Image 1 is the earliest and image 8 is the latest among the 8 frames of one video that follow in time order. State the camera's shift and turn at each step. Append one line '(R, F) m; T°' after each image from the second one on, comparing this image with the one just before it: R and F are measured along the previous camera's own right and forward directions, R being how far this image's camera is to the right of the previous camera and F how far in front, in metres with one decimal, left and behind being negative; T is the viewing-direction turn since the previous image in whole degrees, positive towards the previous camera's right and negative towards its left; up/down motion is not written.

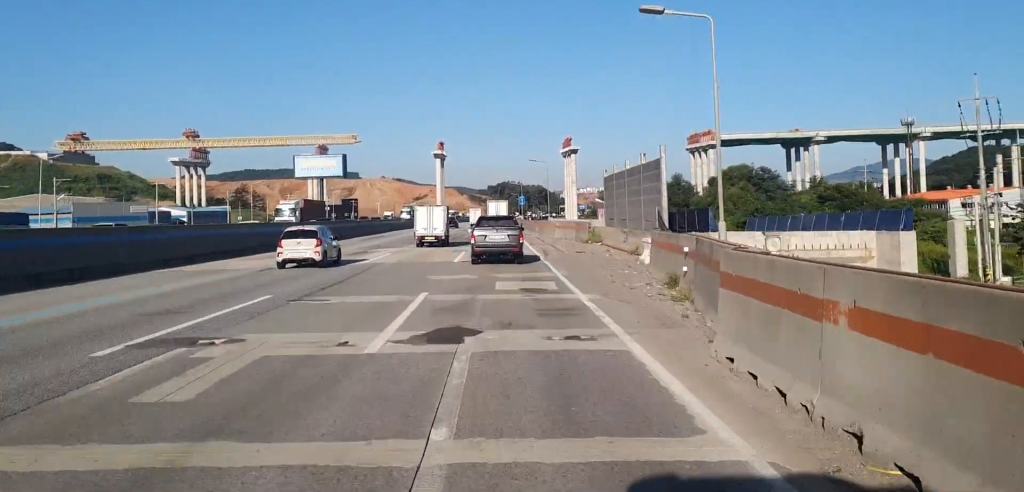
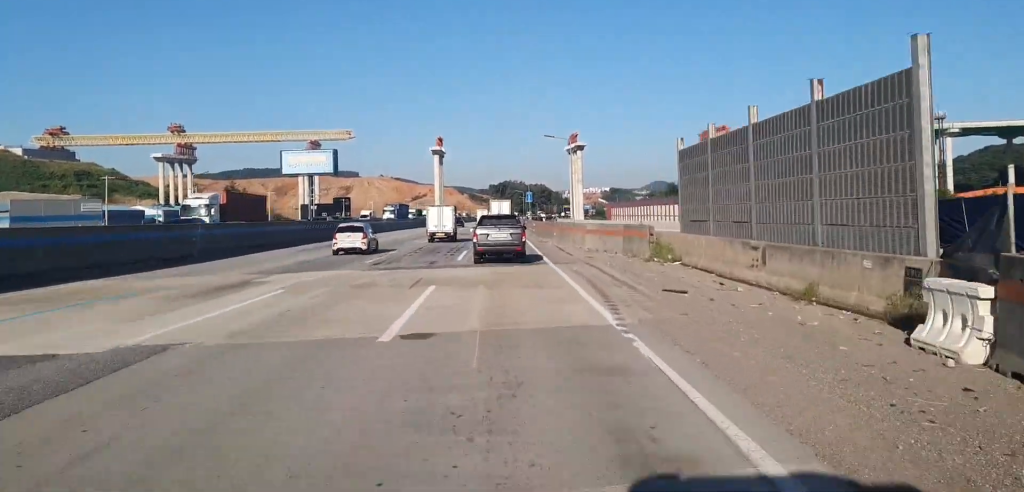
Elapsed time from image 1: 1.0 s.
(0.0, +18.9) m; 0°
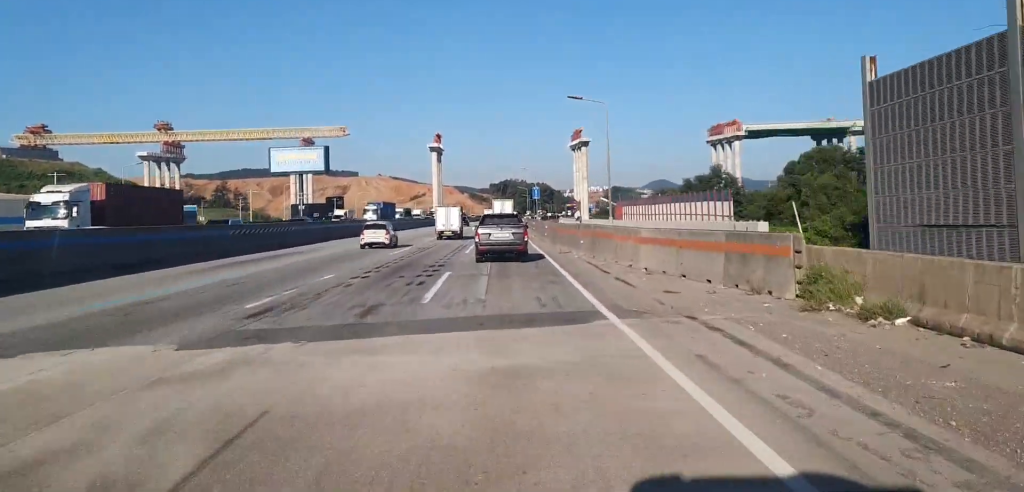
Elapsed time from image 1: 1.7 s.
(0.0, +14.5) m; +1°
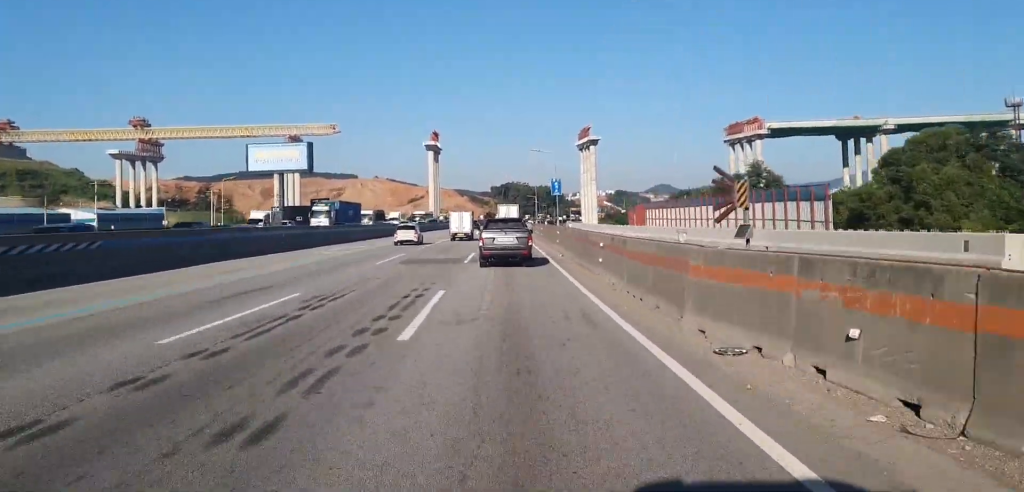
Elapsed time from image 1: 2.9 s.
(+0.5, +23.9) m; -1°
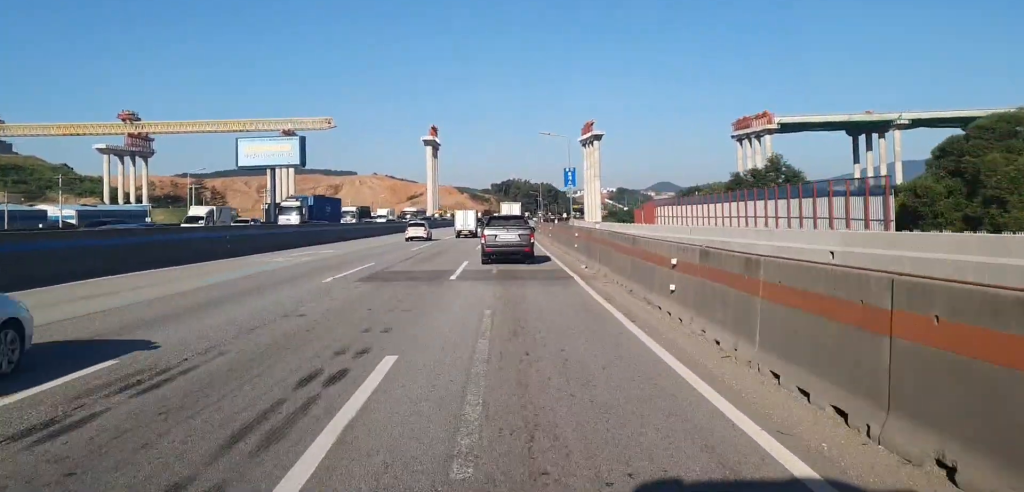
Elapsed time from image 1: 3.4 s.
(-0.5, +9.3) m; 0°
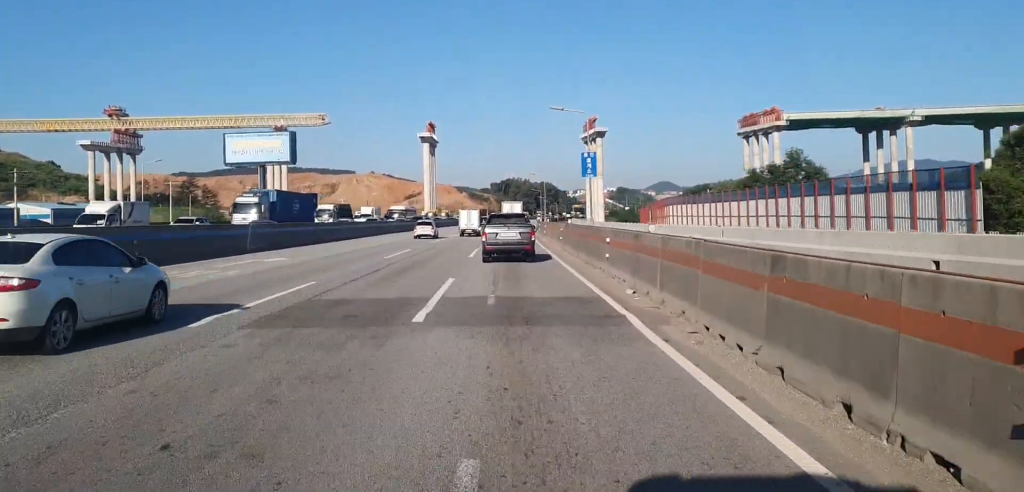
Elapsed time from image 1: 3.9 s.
(-0.5, +9.3) m; 0°
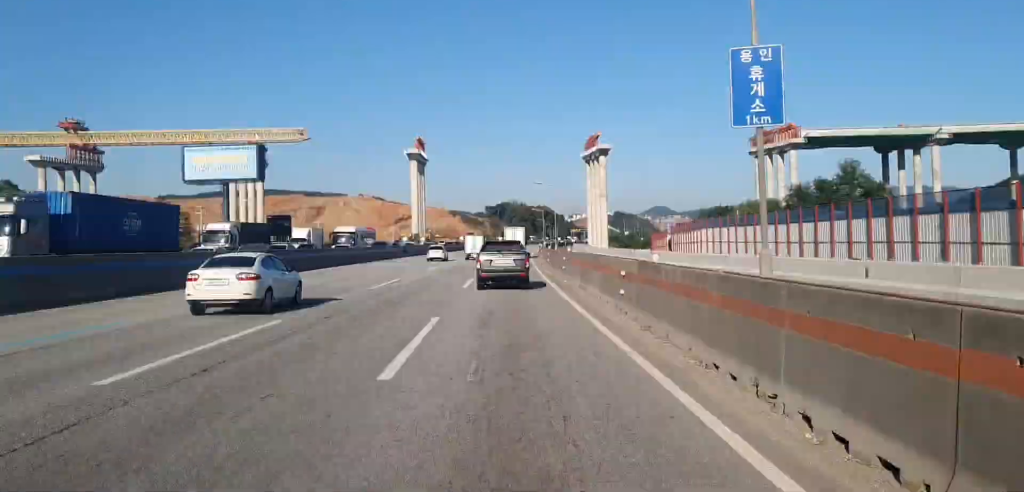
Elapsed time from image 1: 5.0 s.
(+1.0, +21.8) m; +1°
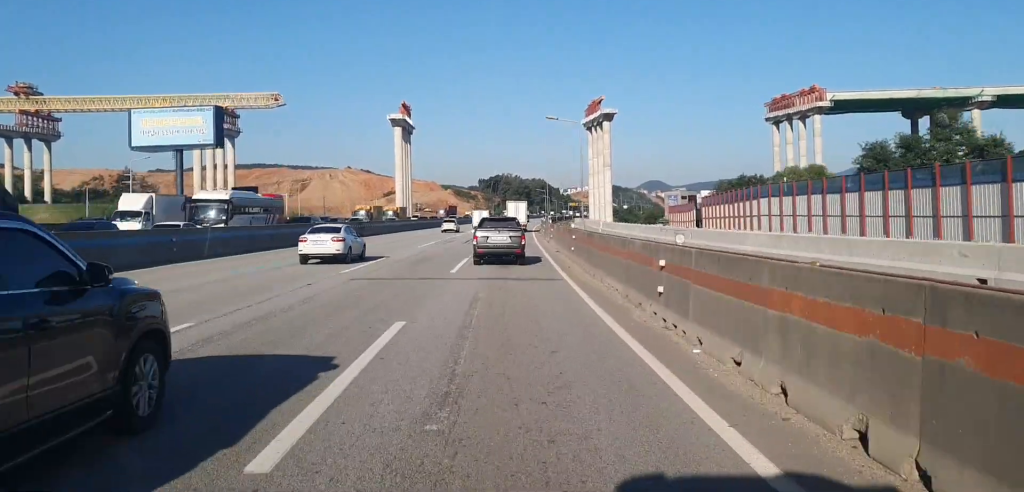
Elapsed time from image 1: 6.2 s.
(-0.3, +24.2) m; 0°
